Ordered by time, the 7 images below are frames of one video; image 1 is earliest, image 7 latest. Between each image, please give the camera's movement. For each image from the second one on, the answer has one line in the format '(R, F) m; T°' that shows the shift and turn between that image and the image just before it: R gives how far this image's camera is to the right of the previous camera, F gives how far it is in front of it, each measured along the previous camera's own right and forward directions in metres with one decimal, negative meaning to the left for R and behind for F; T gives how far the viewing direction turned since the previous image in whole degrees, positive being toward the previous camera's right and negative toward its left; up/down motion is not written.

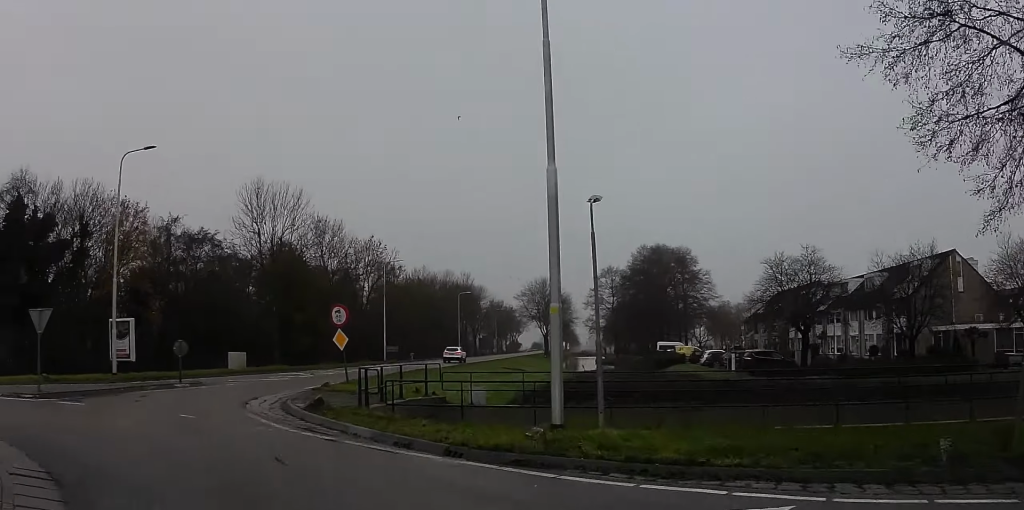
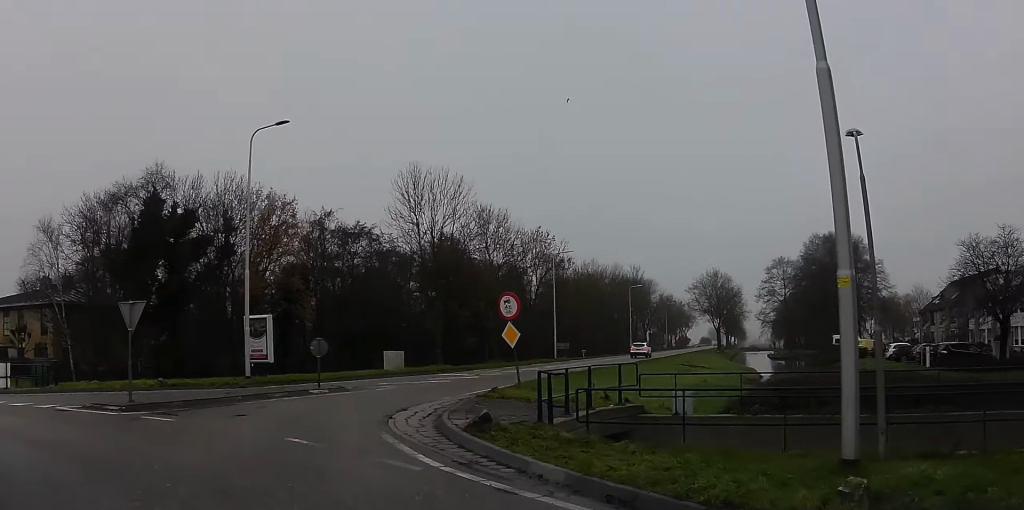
(-0.6, +4.1) m; -10°
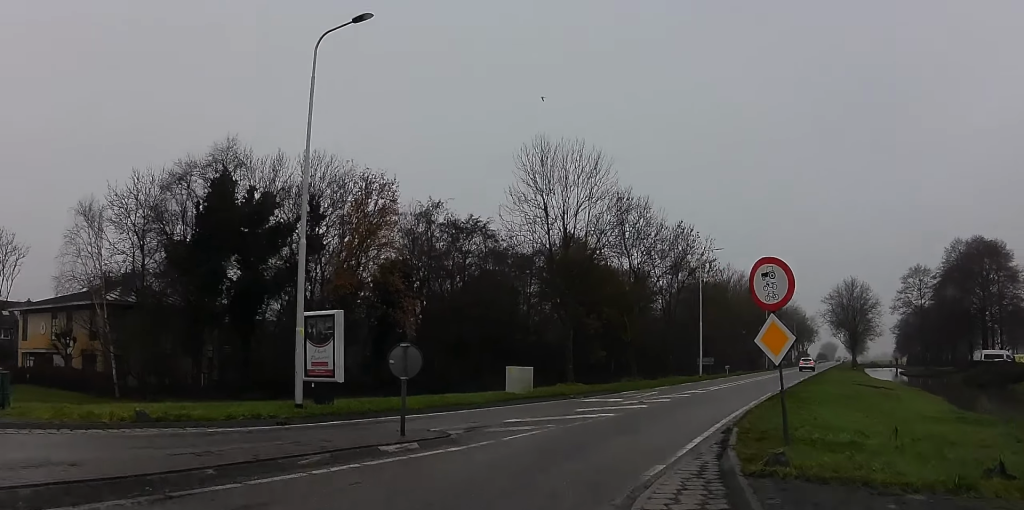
(-1.7, +10.3) m; -10°
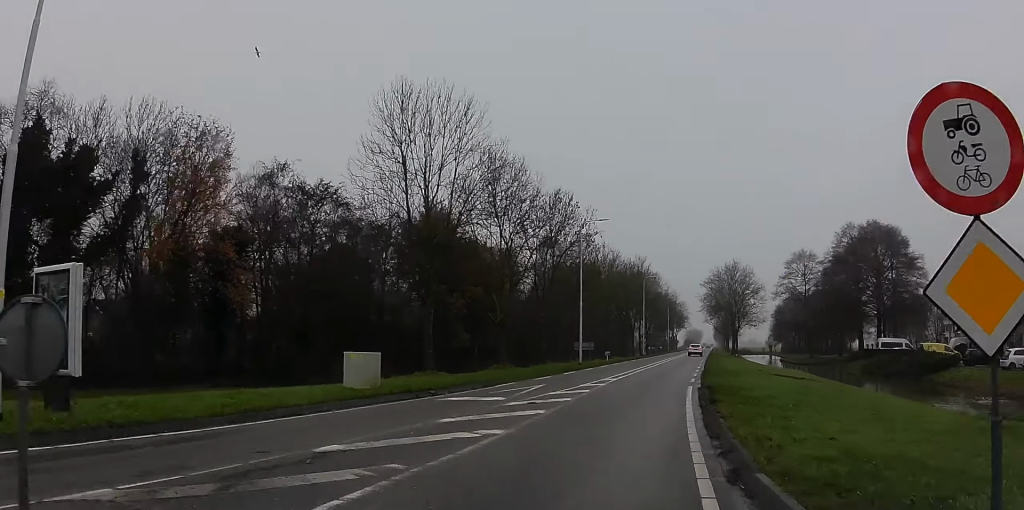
(+0.2, +7.3) m; +6°
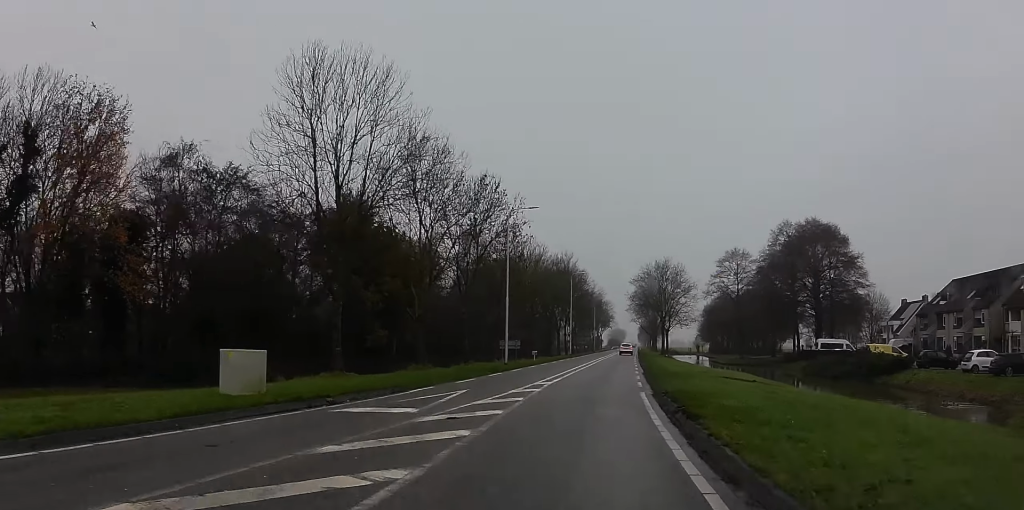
(+0.1, +4.2) m; +4°
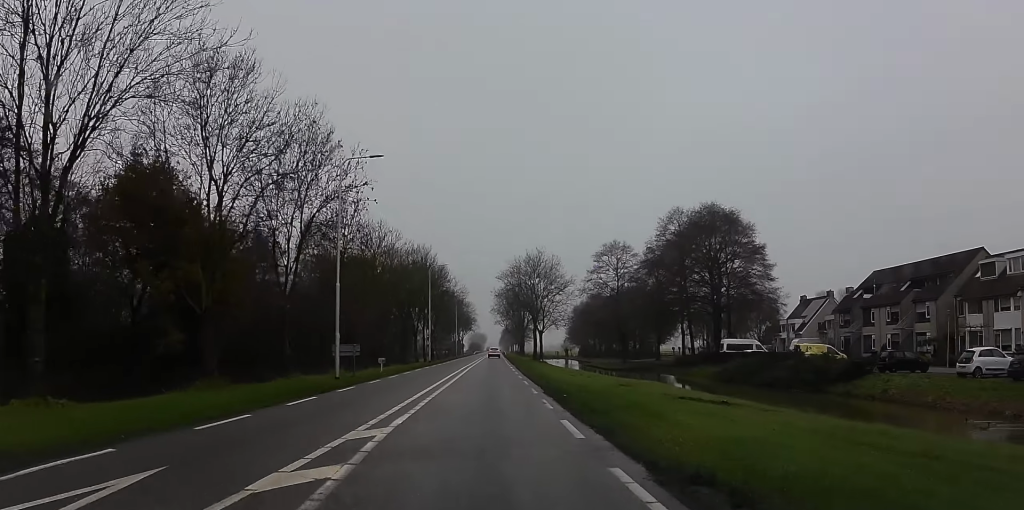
(+1.7, +13.6) m; +12°
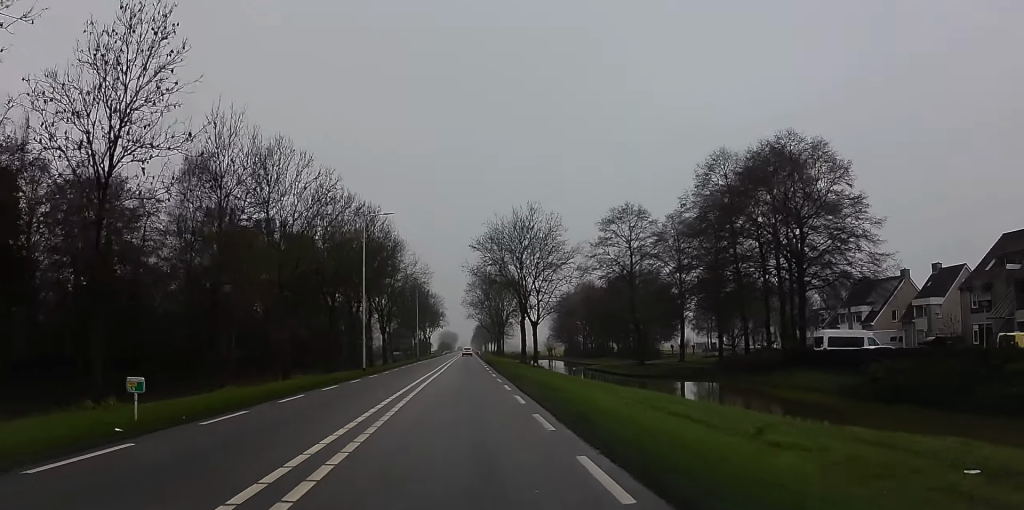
(+1.5, +28.8) m; +3°
